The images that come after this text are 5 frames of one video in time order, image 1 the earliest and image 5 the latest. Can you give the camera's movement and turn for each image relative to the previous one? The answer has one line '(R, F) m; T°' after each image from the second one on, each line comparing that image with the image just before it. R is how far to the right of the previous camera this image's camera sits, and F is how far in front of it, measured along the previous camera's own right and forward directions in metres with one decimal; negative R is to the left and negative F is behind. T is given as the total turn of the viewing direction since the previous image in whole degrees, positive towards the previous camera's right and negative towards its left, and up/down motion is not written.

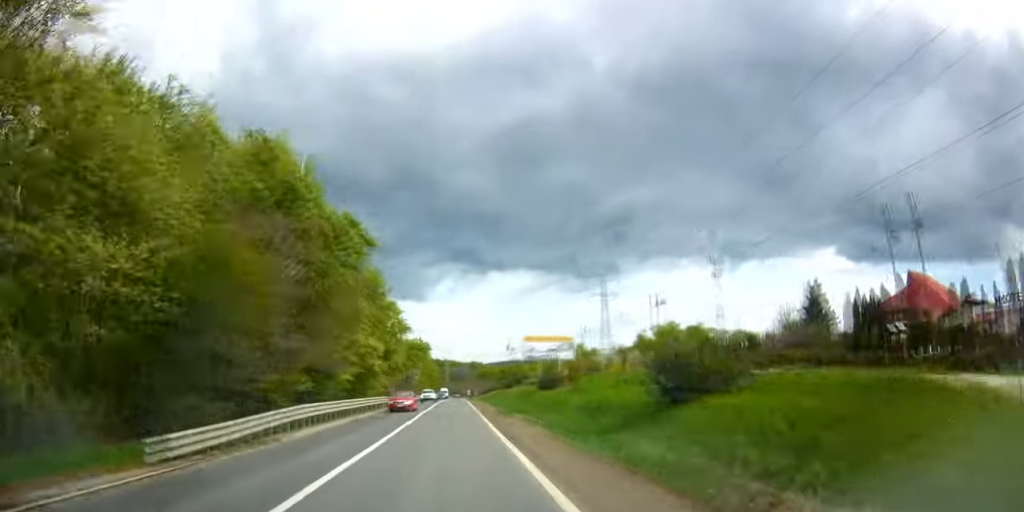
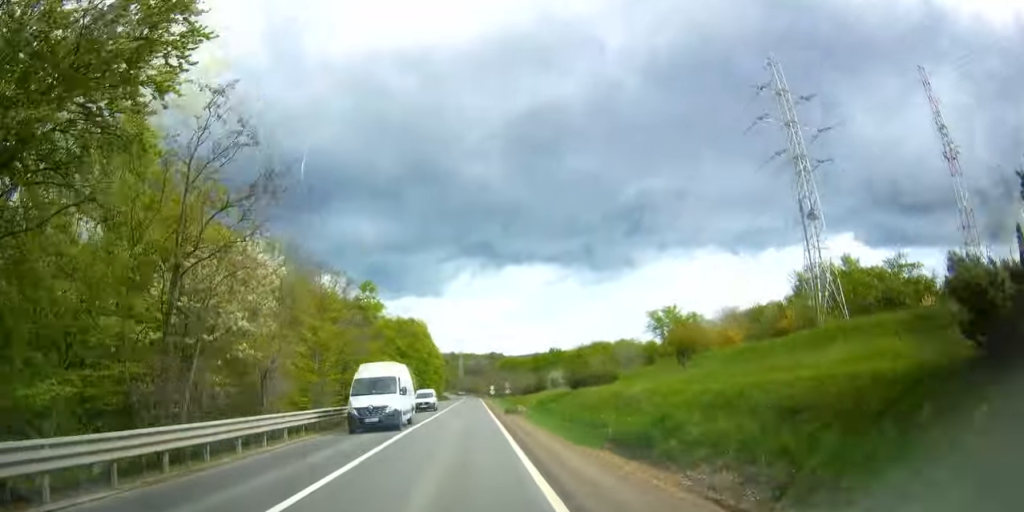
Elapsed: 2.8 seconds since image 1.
(-6.5, +73.4) m; -7°
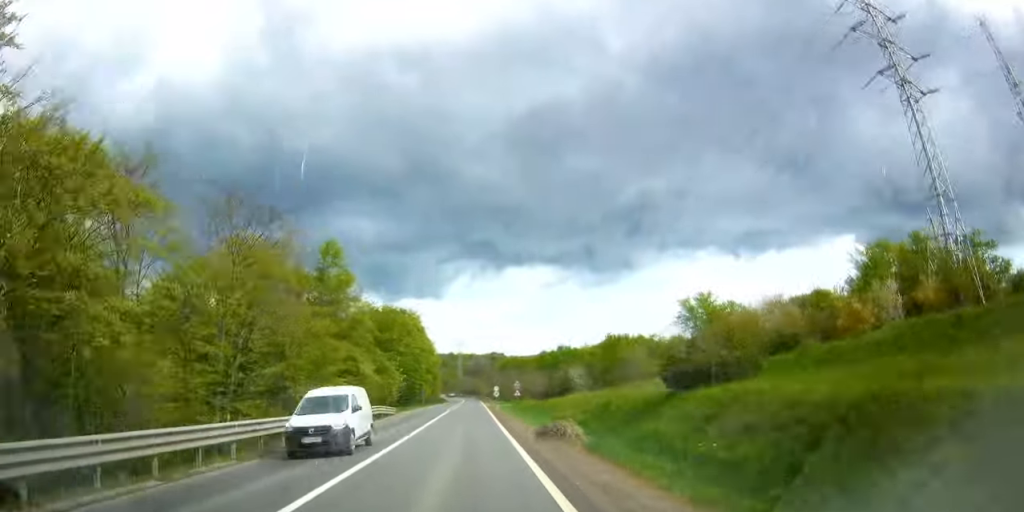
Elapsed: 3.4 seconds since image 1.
(-0.1, +19.0) m; -1°
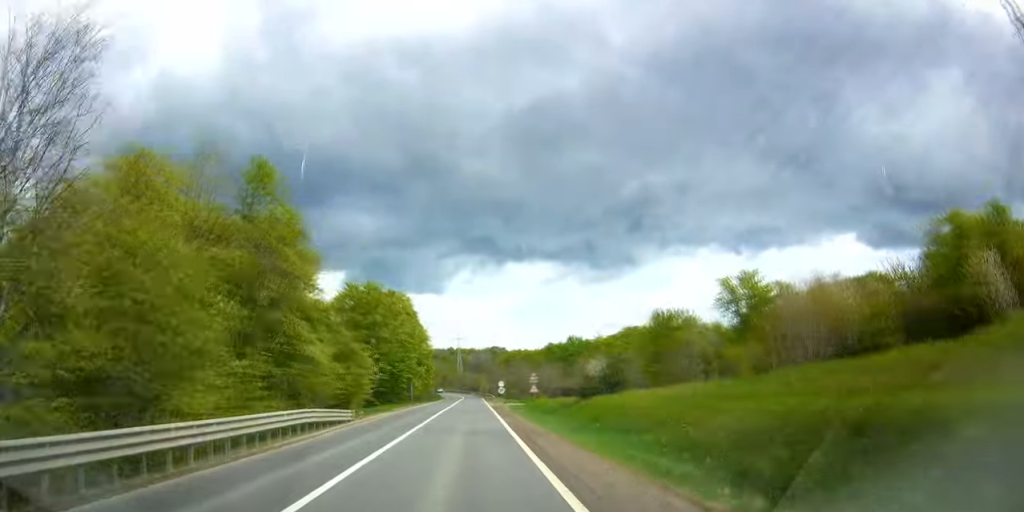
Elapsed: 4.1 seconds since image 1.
(-0.1, +17.9) m; -1°
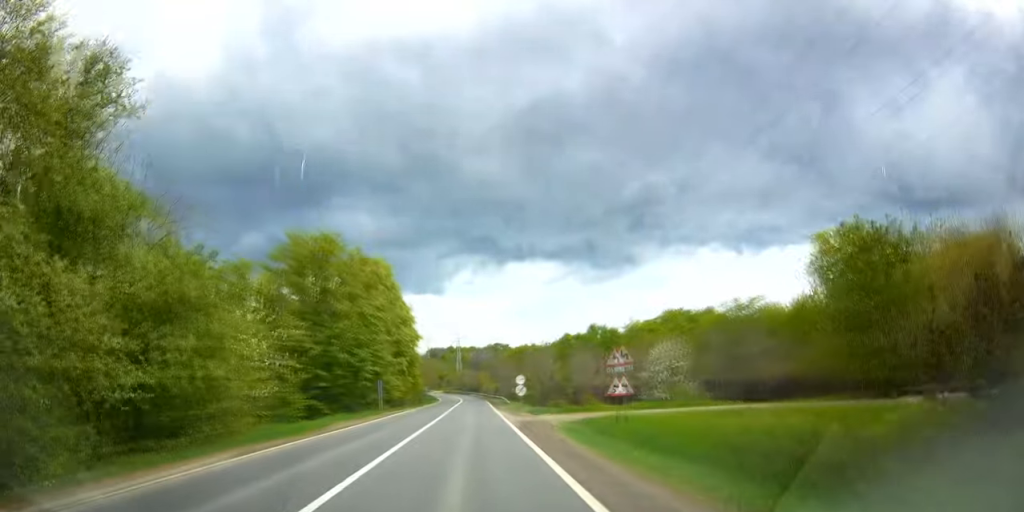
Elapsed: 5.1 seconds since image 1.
(-0.4, +29.0) m; 0°
